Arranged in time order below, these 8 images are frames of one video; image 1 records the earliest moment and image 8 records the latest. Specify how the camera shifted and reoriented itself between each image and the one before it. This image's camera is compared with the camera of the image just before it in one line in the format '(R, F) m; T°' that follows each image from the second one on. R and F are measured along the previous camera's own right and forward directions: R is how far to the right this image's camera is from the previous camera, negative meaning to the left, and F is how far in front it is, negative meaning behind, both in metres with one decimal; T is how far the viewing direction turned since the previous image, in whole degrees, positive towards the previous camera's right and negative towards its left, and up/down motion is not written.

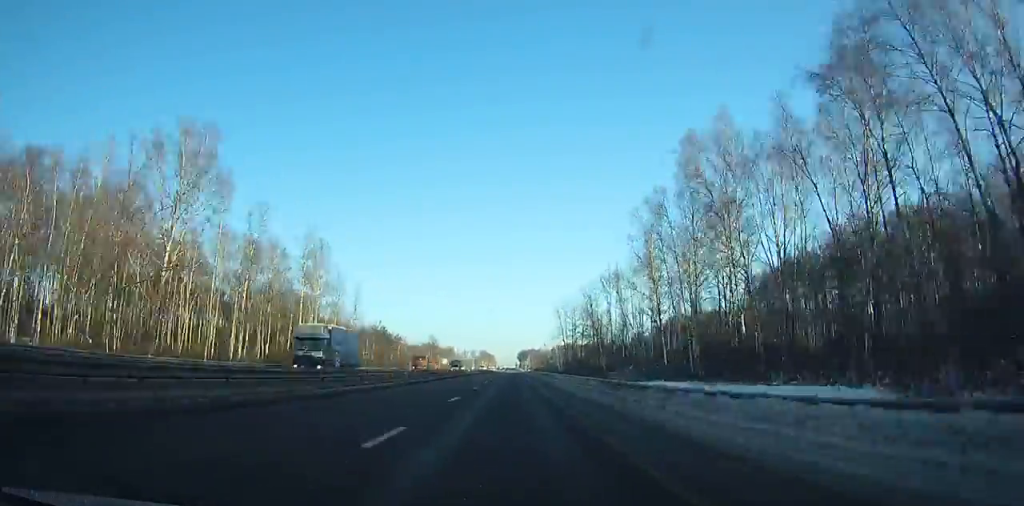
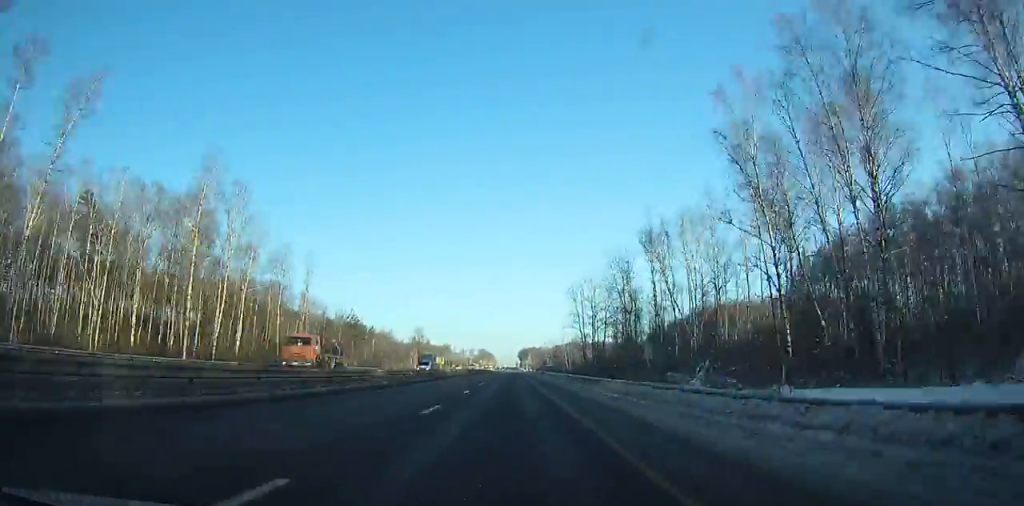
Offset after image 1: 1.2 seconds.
(0.0, +29.8) m; 0°
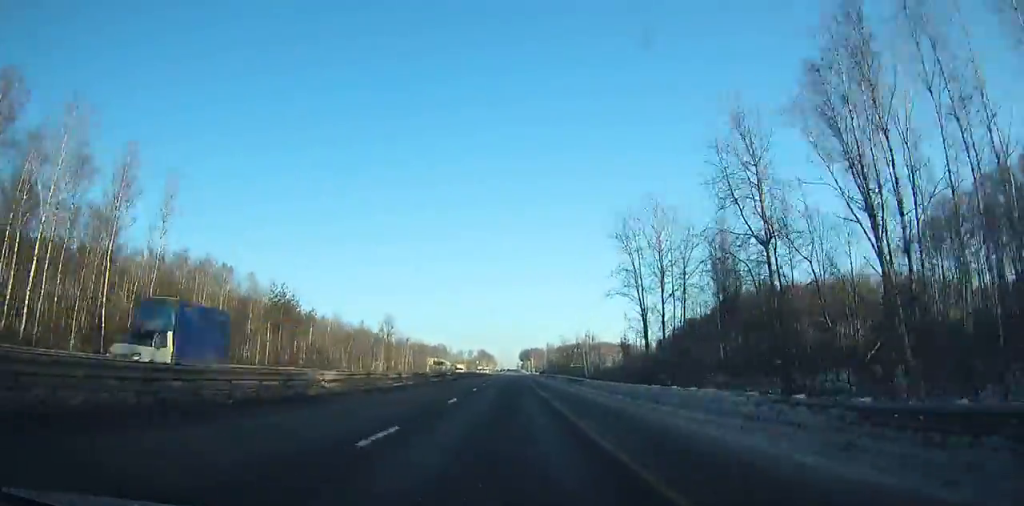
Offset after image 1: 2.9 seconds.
(-0.1, +42.2) m; 0°
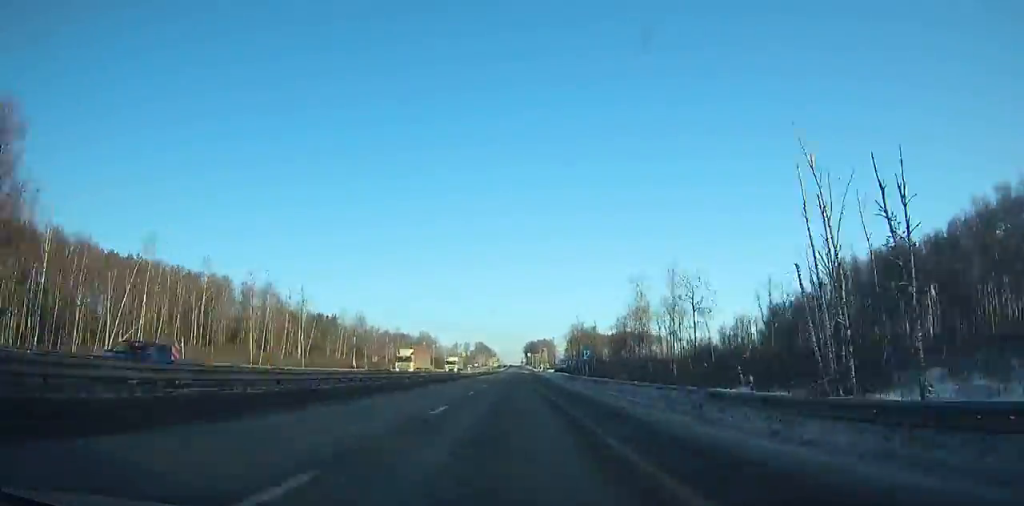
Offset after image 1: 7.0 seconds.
(+0.4, +101.8) m; 0°
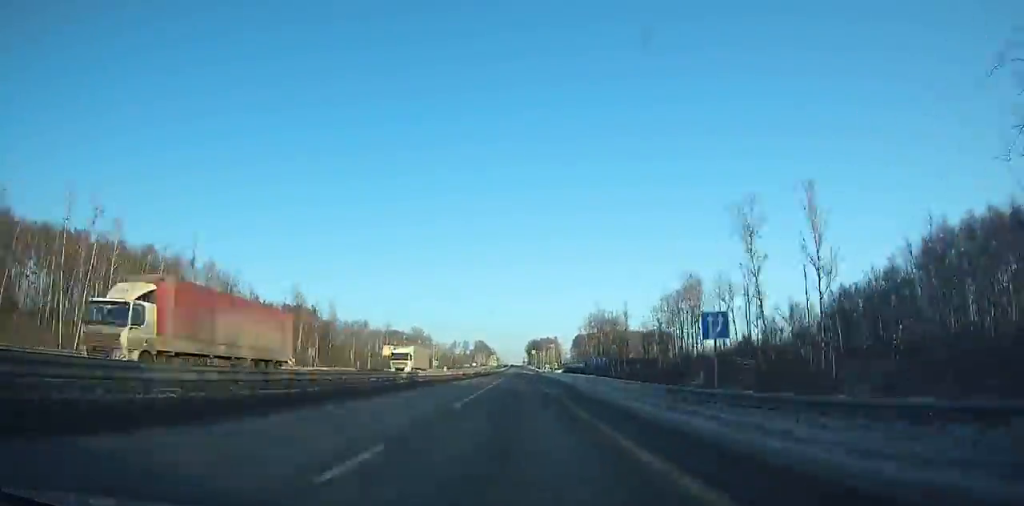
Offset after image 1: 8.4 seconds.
(-0.1, +35.0) m; 0°
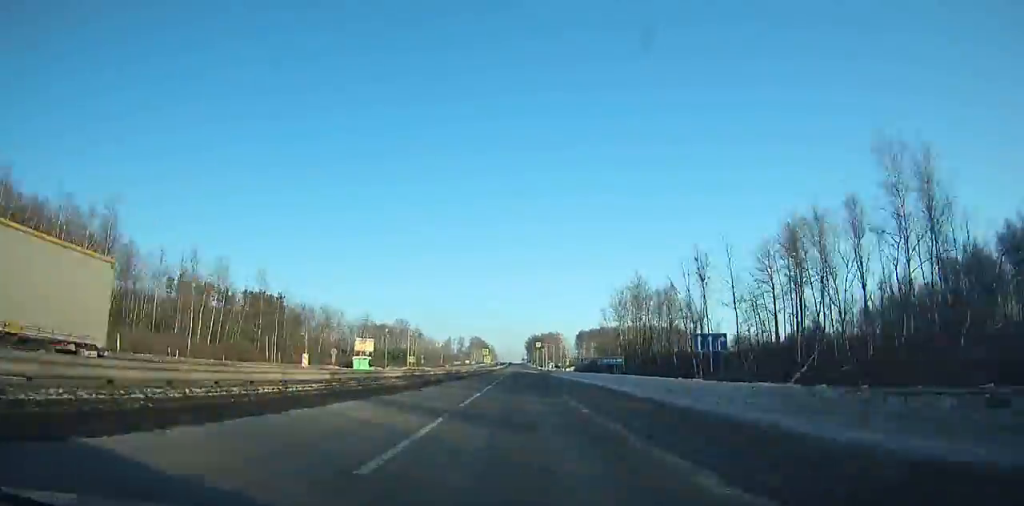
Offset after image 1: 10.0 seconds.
(-0.1, +40.4) m; 0°
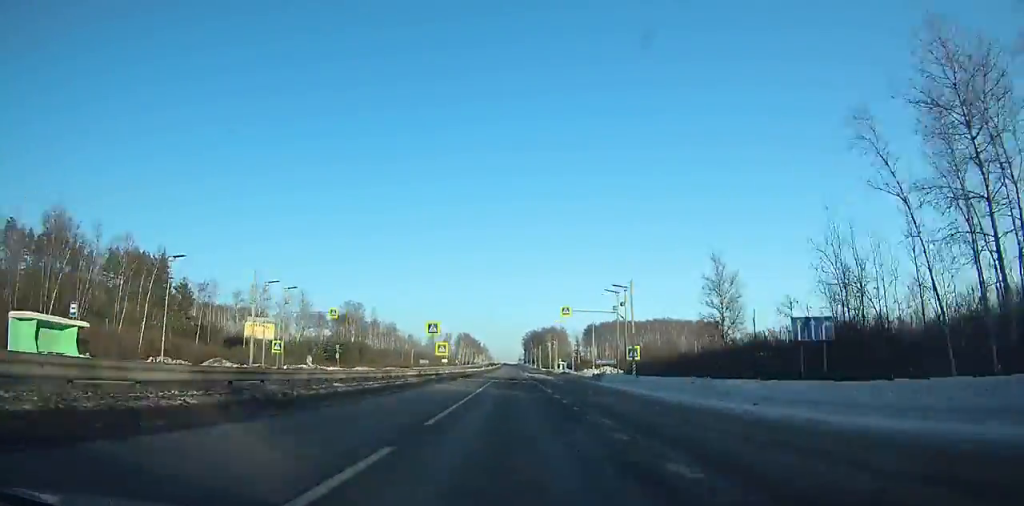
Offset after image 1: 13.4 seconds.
(0.0, +87.0) m; 0°
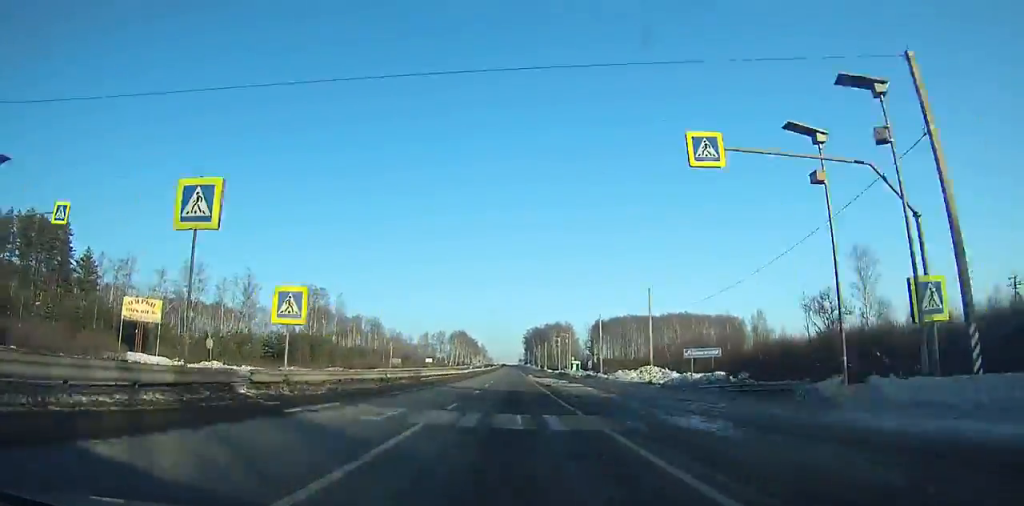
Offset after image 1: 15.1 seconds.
(0.0, +43.9) m; 0°
